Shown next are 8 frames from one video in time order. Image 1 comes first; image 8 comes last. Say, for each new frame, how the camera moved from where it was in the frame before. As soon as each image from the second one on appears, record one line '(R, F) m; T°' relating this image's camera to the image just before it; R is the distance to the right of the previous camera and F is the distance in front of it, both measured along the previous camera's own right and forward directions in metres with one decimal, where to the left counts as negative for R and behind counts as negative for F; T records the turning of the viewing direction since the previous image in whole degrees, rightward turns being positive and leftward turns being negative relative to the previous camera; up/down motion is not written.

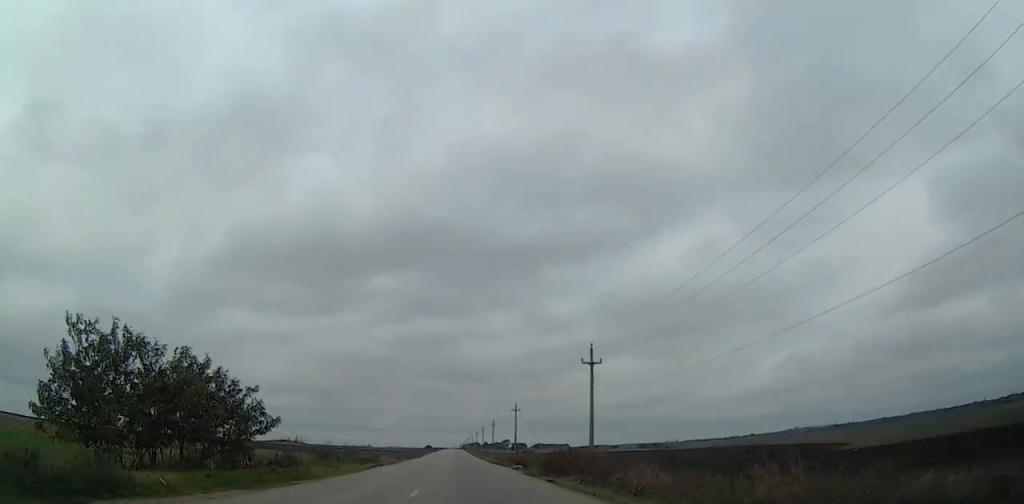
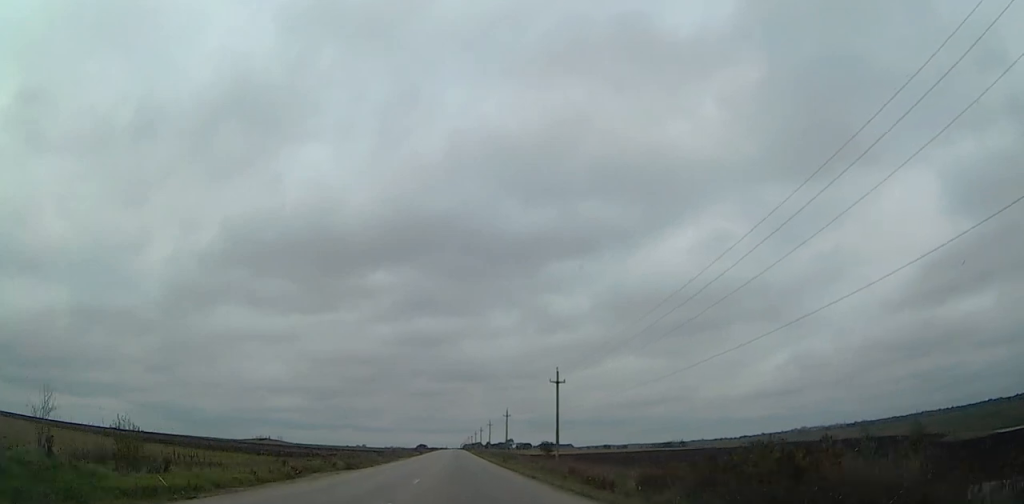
(+0.4, +51.3) m; -1°
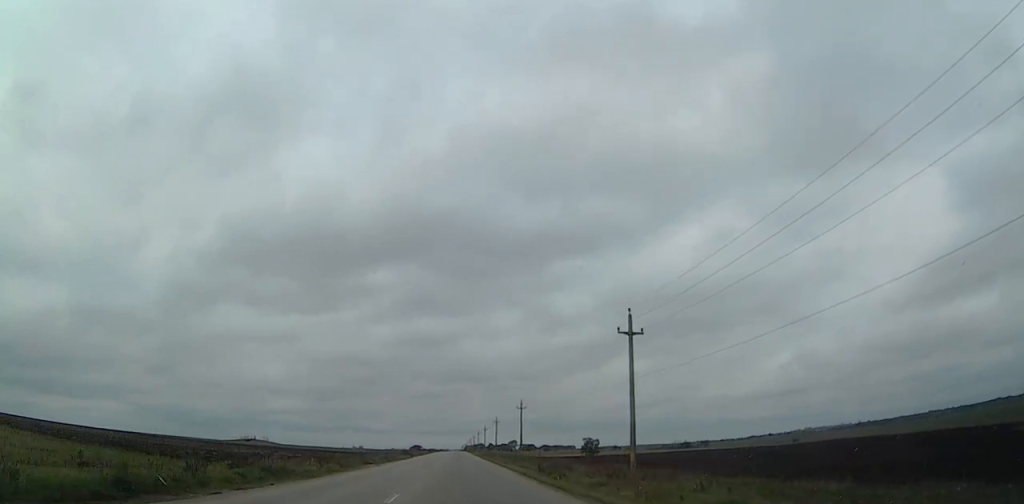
(-1.2, +31.2) m; -2°
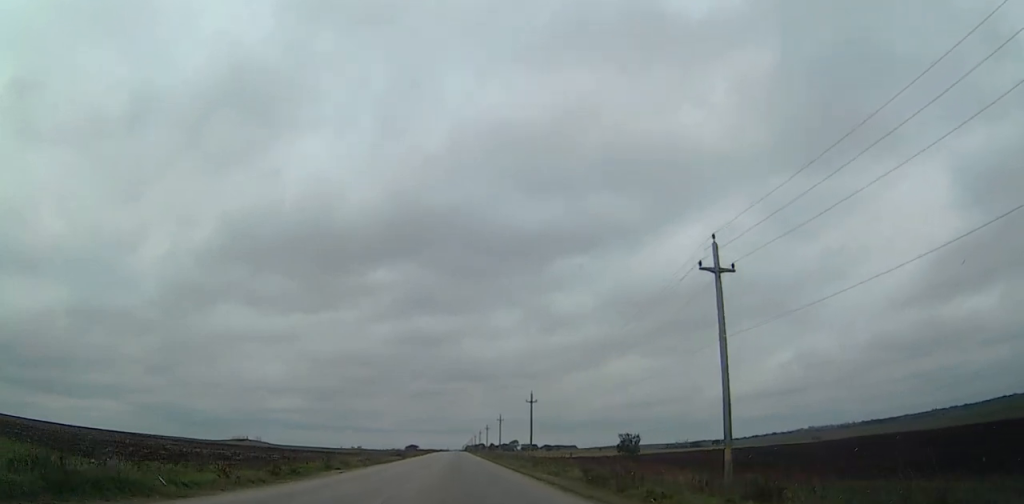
(-0.1, +15.0) m; +1°
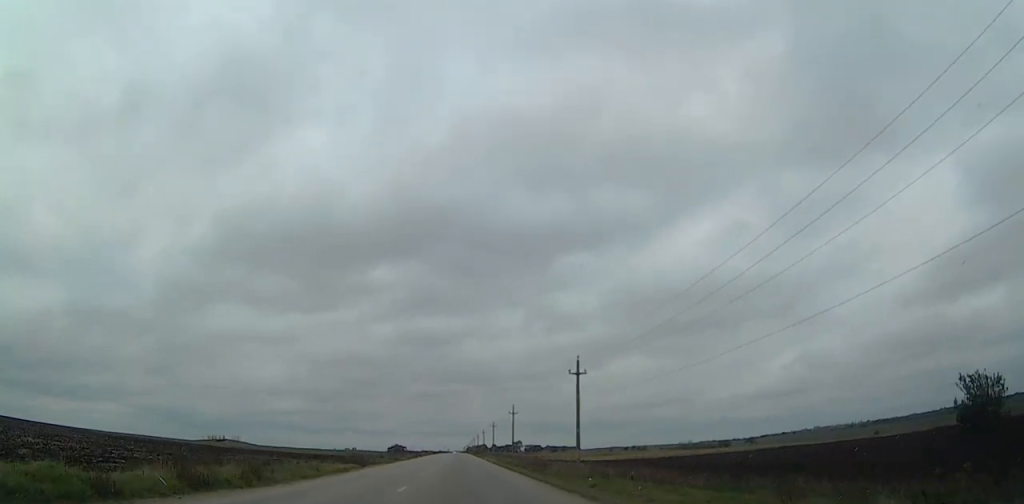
(+1.6, +38.2) m; +1°
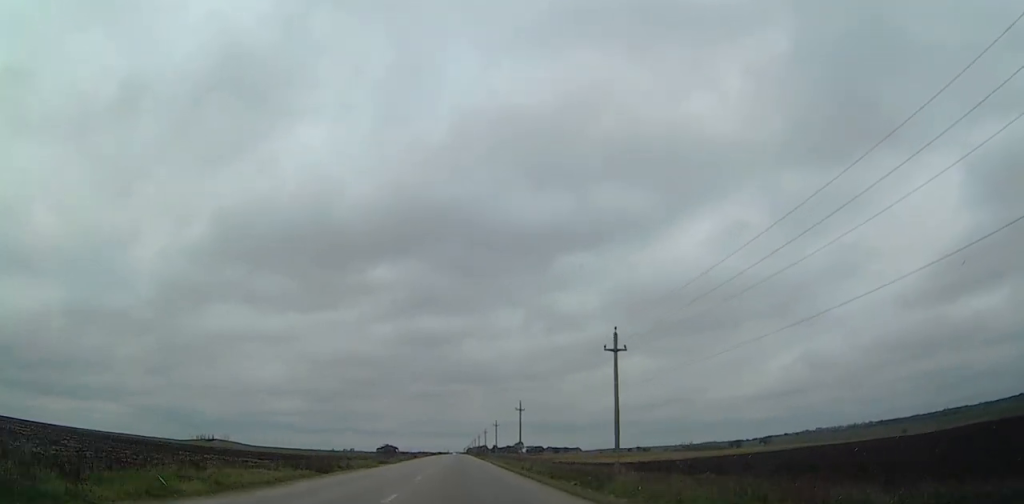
(-0.7, +15.0) m; -1°
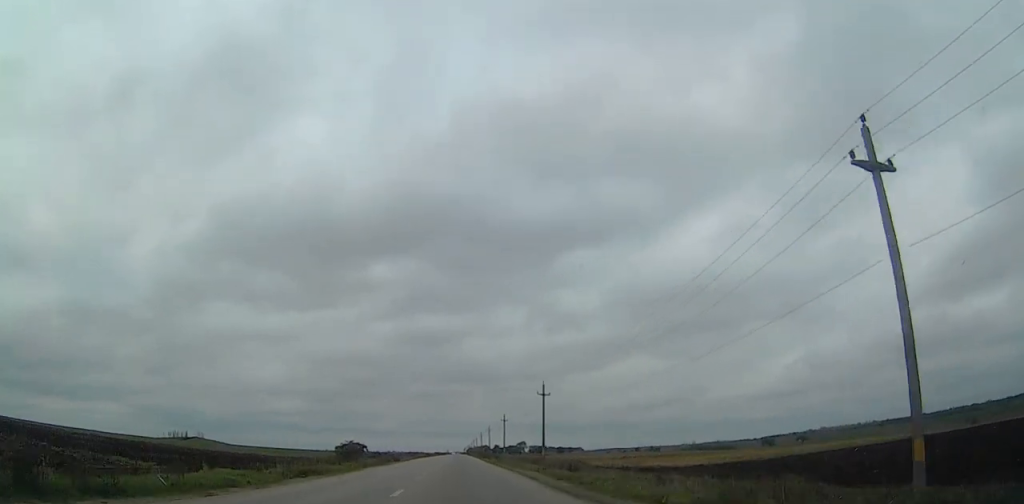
(-0.8, +31.9) m; 0°
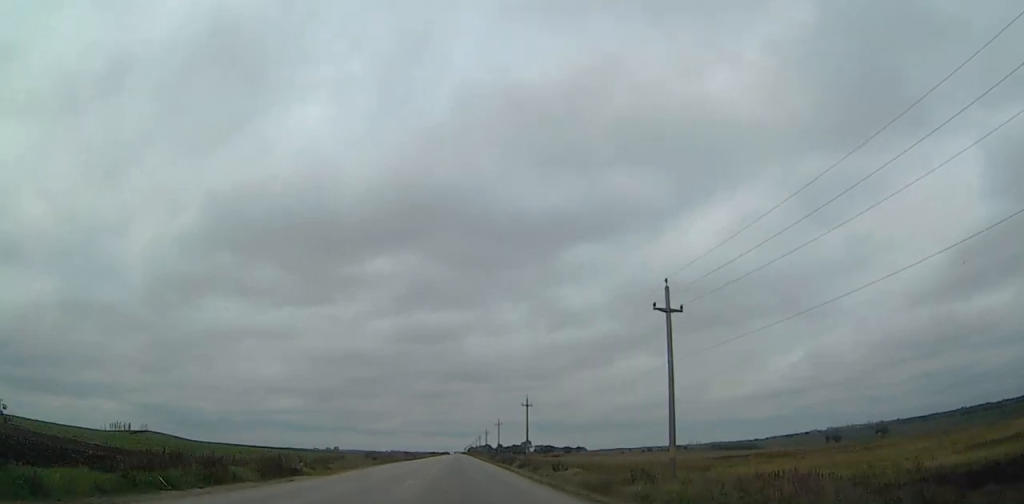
(+1.6, +51.7) m; +1°
